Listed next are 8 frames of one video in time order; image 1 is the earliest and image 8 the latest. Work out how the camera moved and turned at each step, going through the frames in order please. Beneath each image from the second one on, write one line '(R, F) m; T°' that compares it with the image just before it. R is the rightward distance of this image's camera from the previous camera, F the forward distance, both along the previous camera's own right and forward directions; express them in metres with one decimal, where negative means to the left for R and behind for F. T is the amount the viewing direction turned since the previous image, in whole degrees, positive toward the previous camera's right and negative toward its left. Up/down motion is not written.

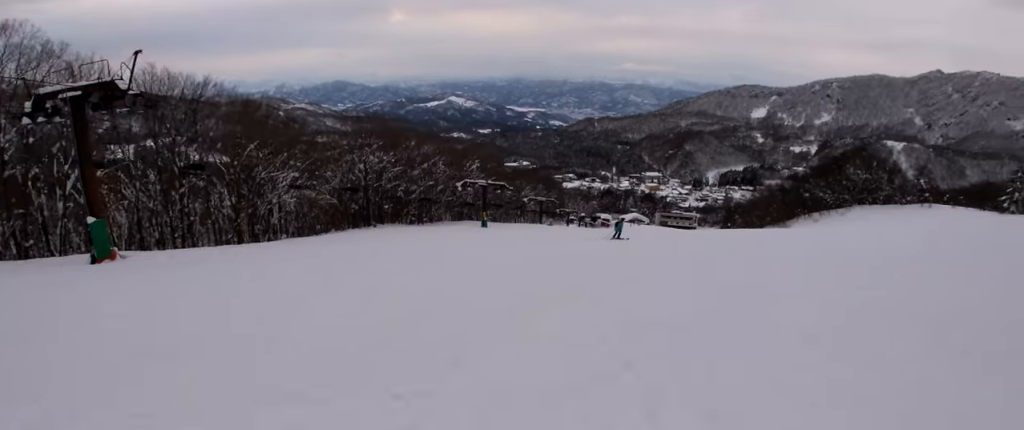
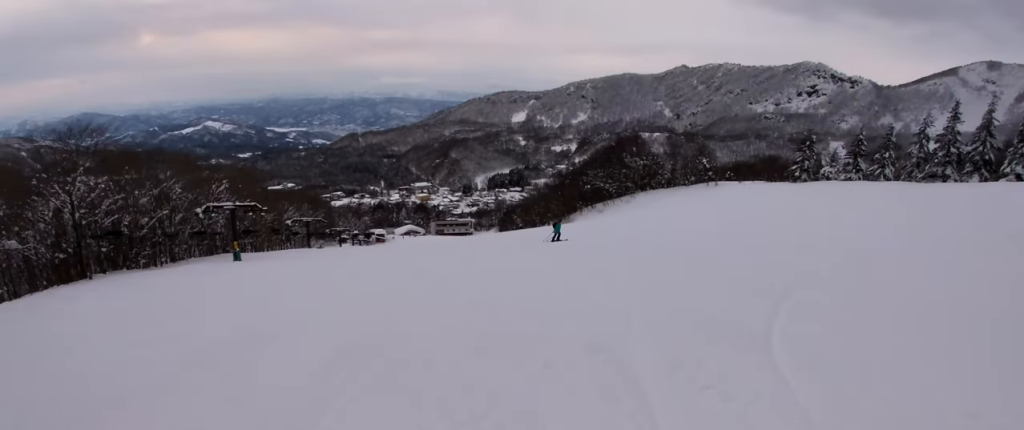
(+1.1, +10.9) m; +19°
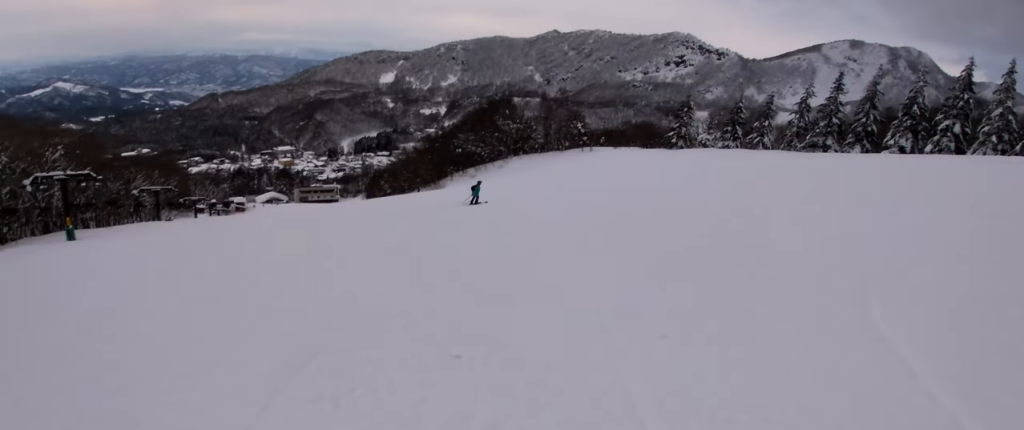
(-0.3, +4.0) m; +9°
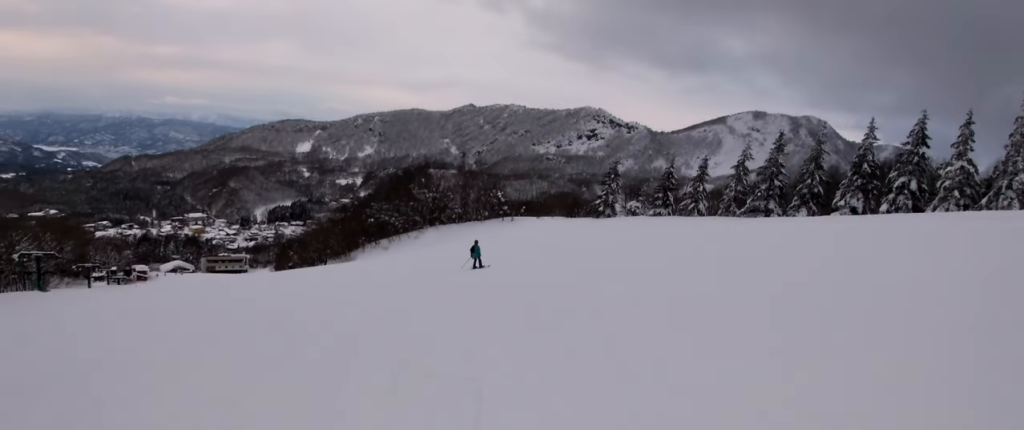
(+2.5, +7.8) m; +17°
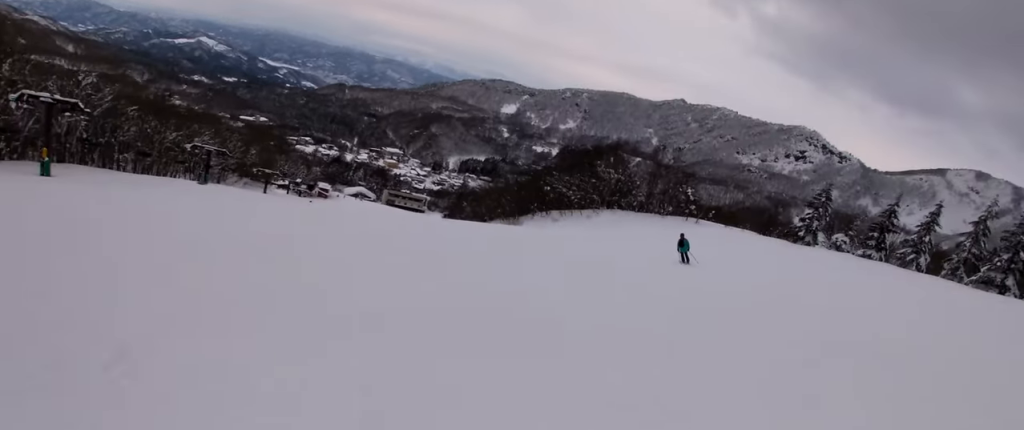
(-0.1, +8.7) m; -8°
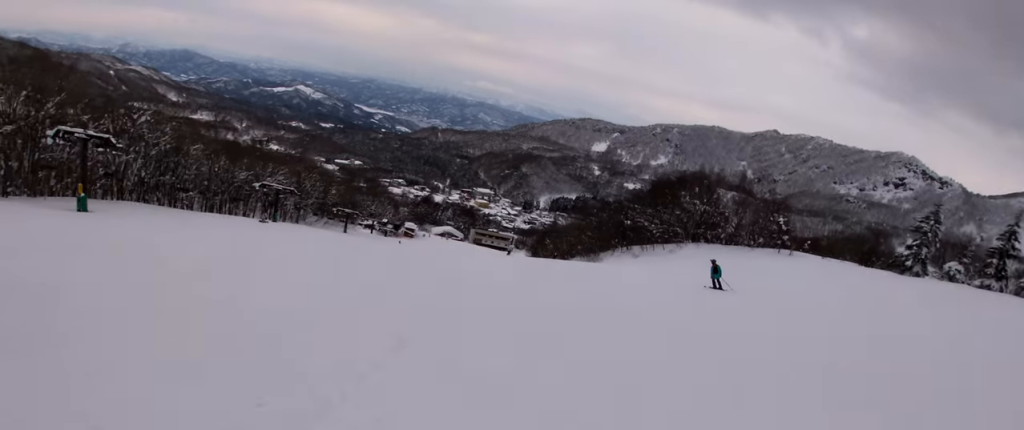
(-0.7, +7.2) m; -18°
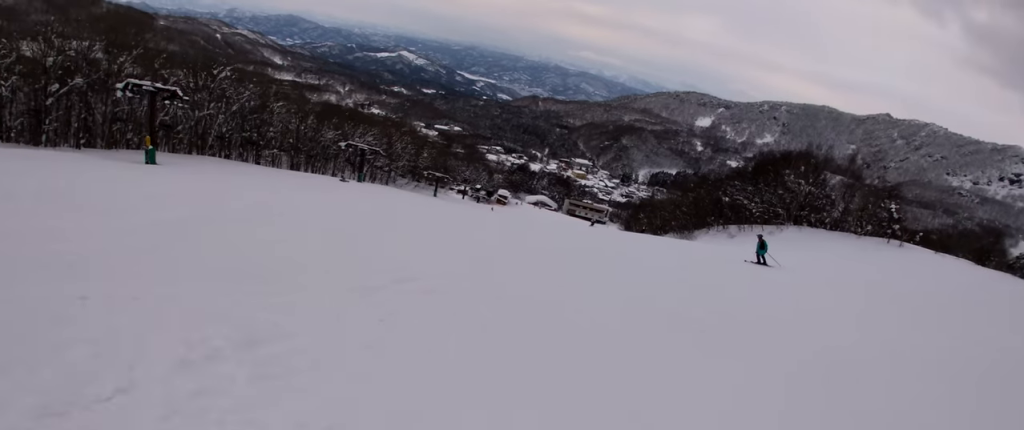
(-0.9, +3.8) m; -13°
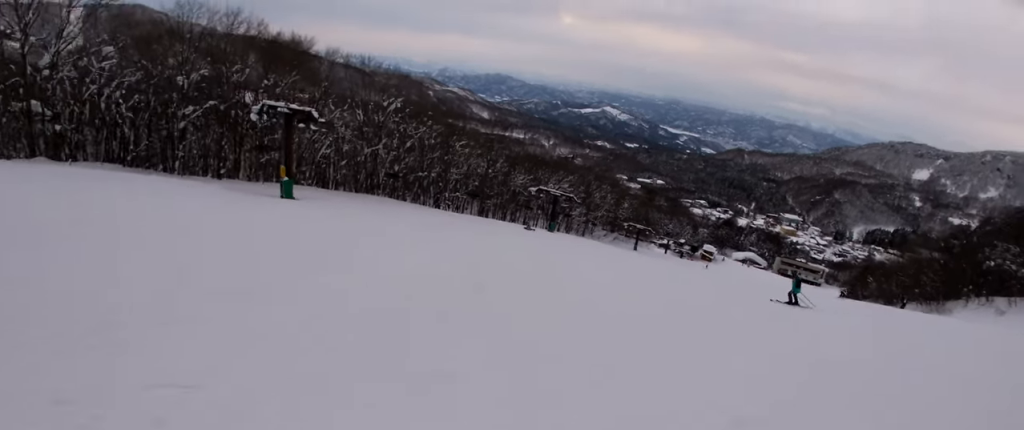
(-4.1, +13.6) m; -21°
